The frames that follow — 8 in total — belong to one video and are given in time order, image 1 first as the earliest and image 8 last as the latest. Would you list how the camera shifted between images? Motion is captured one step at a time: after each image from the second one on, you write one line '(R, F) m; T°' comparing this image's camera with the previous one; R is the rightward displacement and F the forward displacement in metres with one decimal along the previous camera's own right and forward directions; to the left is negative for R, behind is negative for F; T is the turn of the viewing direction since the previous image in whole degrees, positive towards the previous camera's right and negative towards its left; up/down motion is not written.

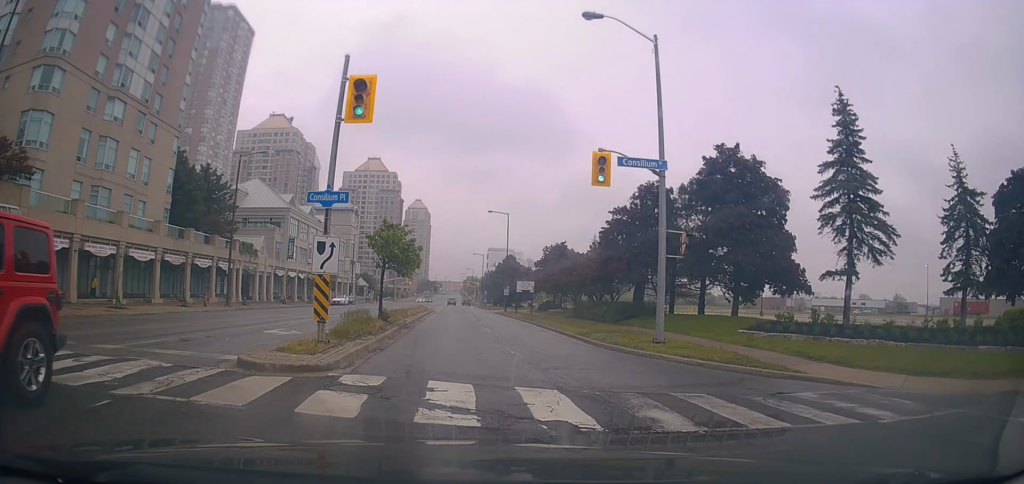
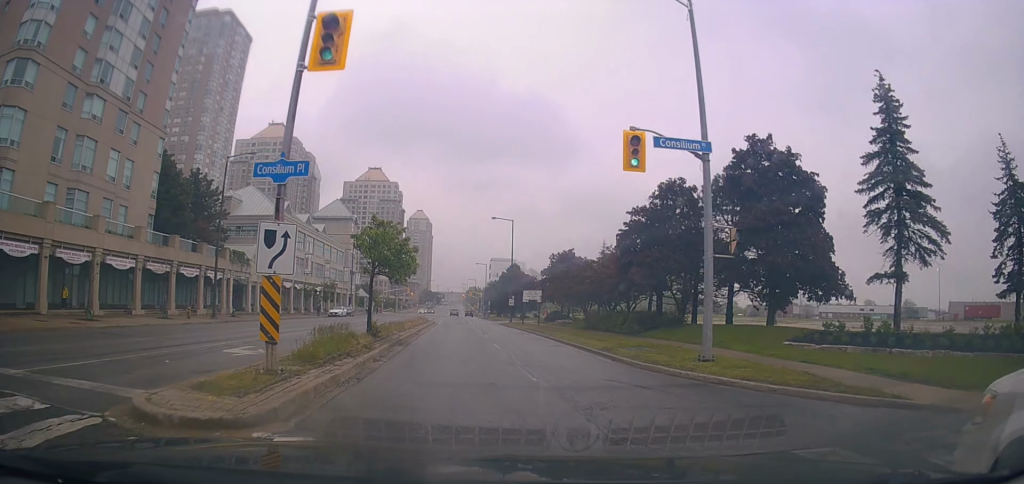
(+0.1, +3.2) m; +1°
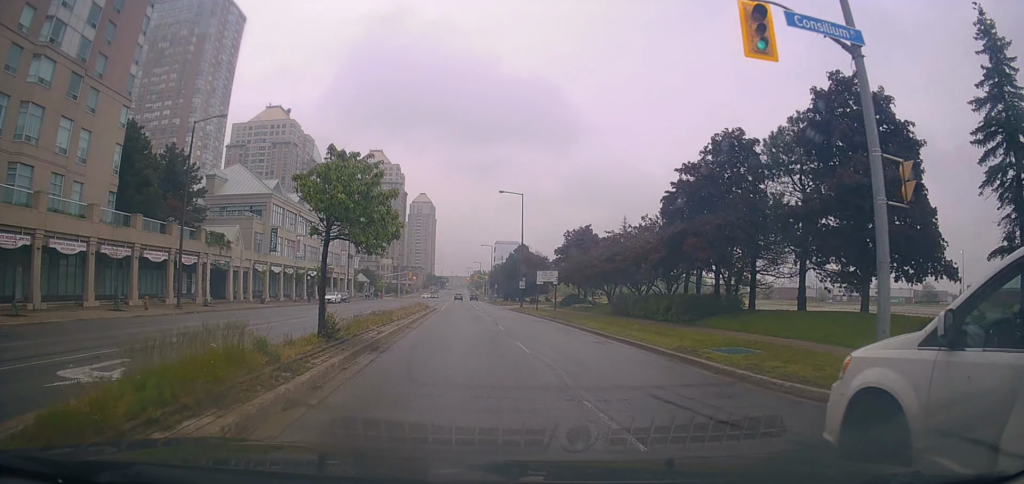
(+0.5, +6.6) m; -3°
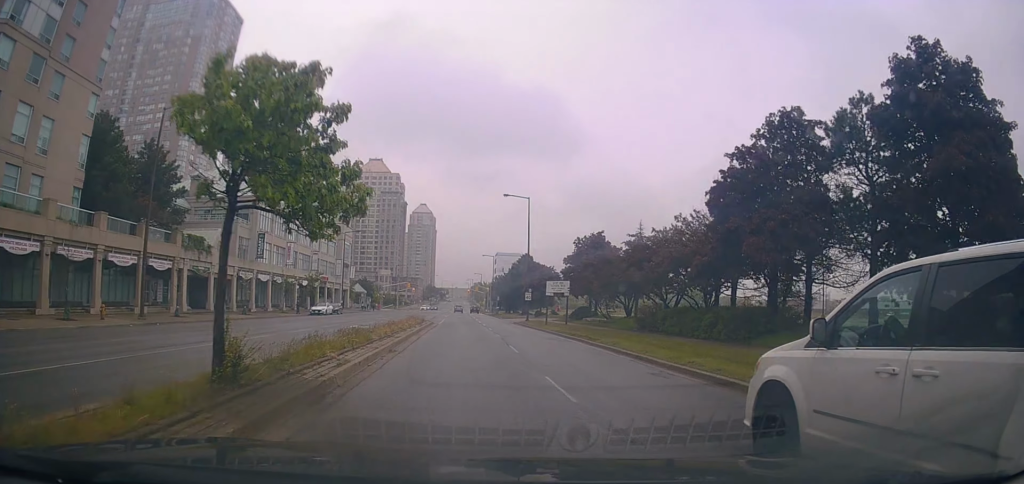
(-0.6, +4.7) m; -2°
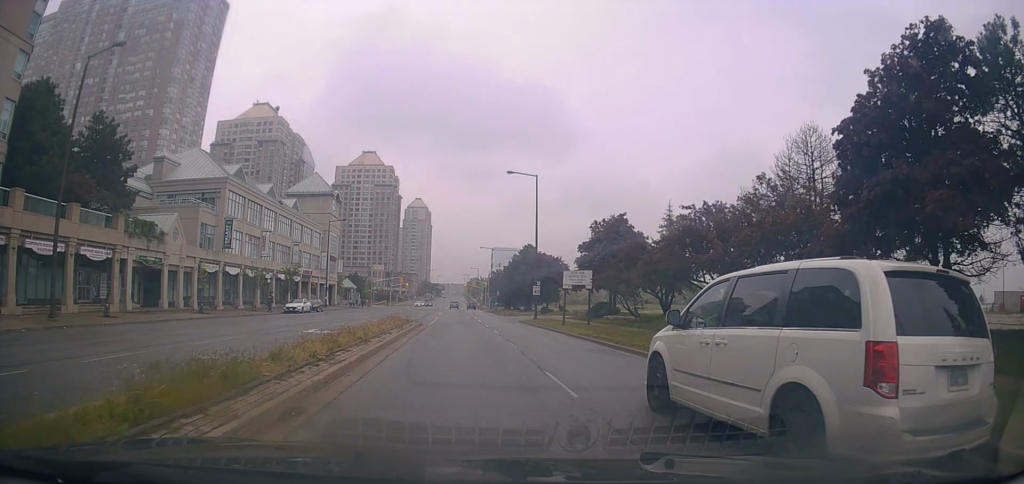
(0.0, +8.3) m; 0°
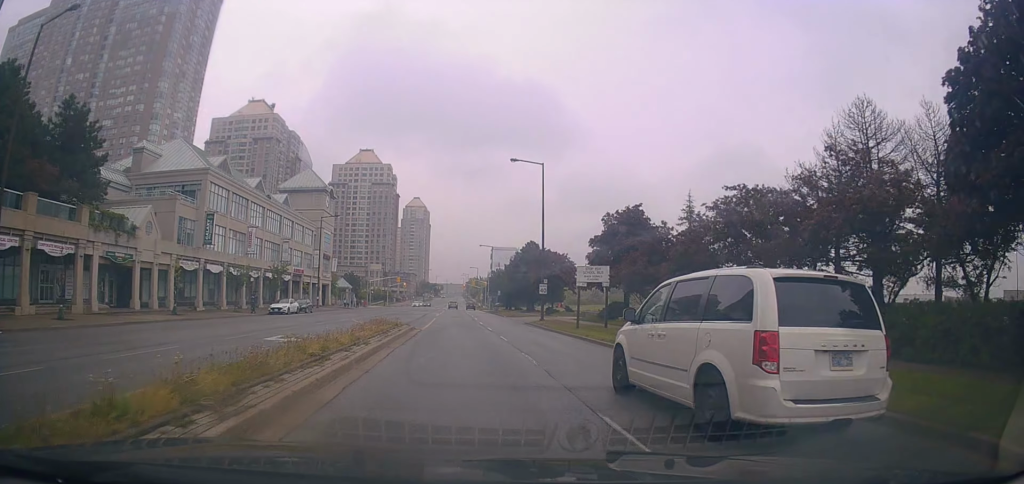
(+0.1, +4.1) m; +1°
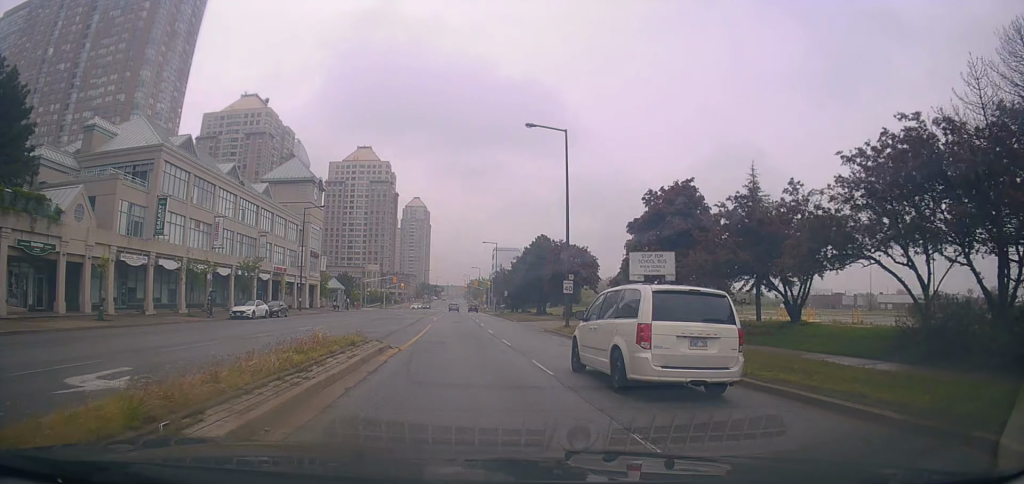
(-0.2, +9.5) m; 0°
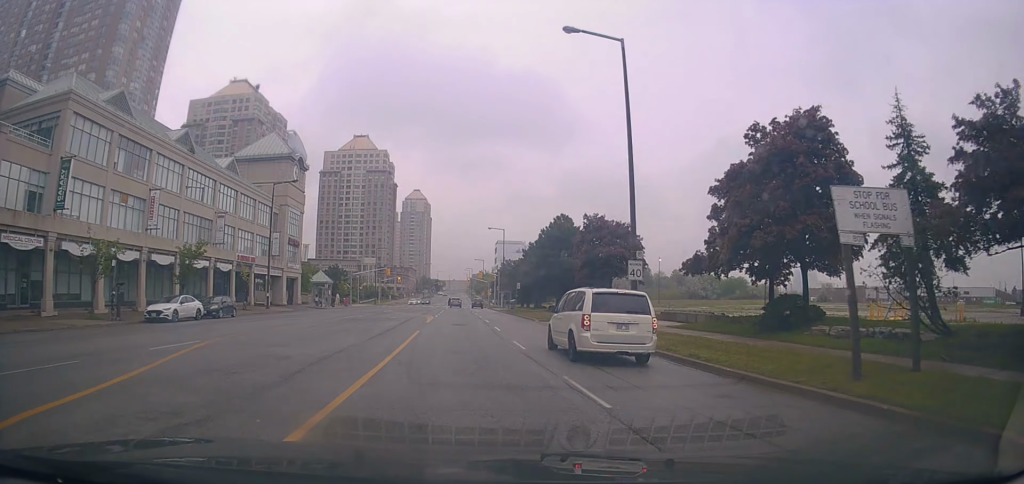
(0.0, +13.1) m; 0°
